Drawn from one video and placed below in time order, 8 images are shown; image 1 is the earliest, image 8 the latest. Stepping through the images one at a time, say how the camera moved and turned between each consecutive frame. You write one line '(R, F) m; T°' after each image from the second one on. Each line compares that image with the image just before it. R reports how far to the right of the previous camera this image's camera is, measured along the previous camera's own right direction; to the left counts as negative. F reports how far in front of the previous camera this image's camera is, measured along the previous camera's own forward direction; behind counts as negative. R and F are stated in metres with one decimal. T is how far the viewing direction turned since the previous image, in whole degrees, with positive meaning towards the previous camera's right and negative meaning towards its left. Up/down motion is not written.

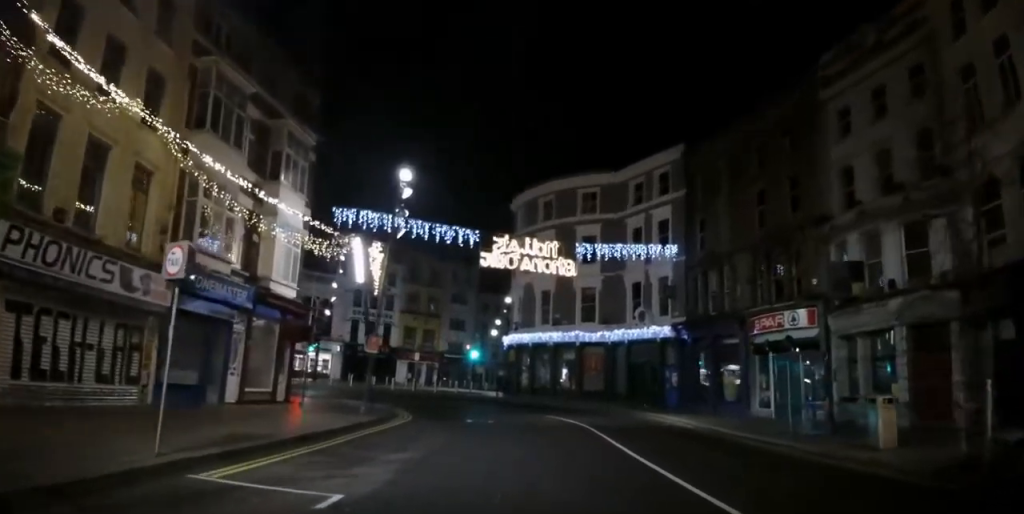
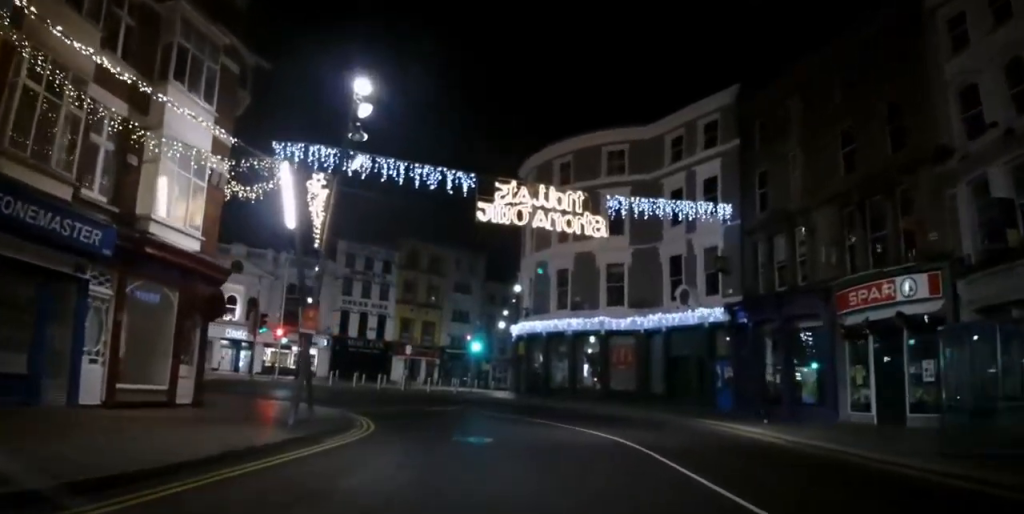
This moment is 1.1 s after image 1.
(-0.2, +7.4) m; -4°
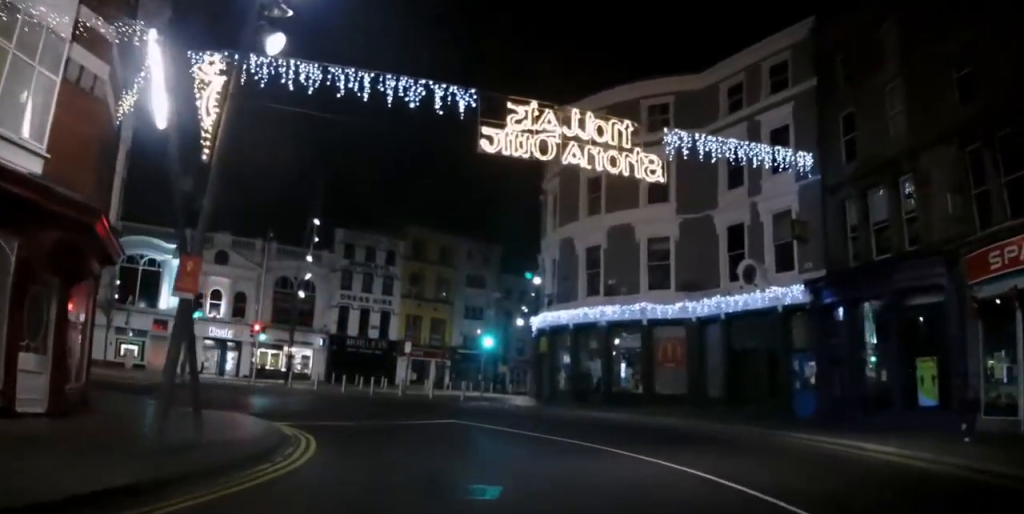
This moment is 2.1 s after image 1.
(-0.2, +6.2) m; -5°
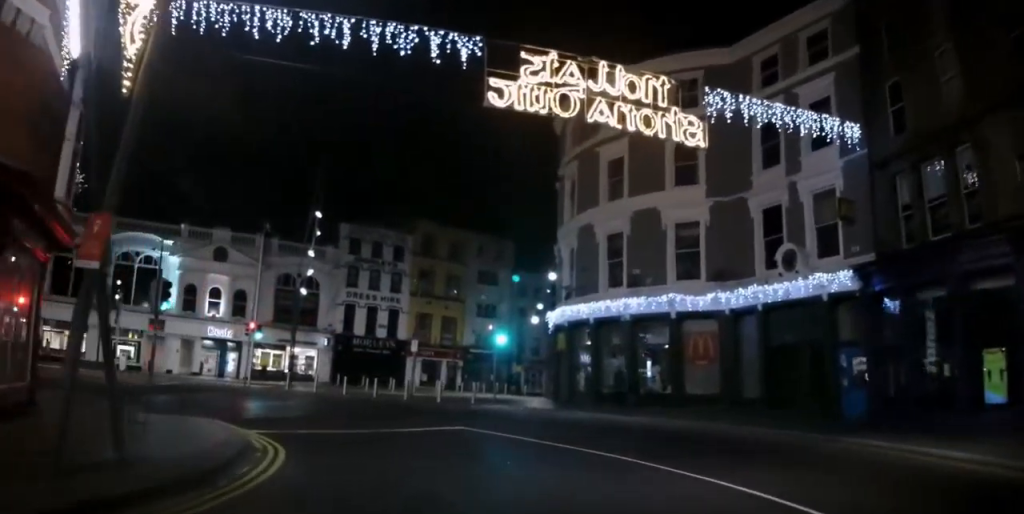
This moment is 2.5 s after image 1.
(-0.2, +2.4) m; -2°
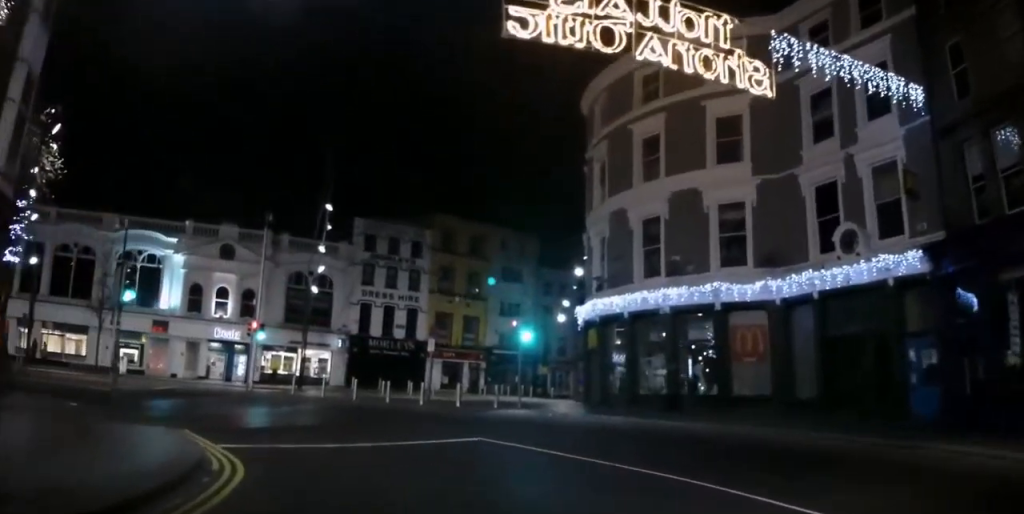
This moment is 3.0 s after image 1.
(0.0, +2.6) m; -2°
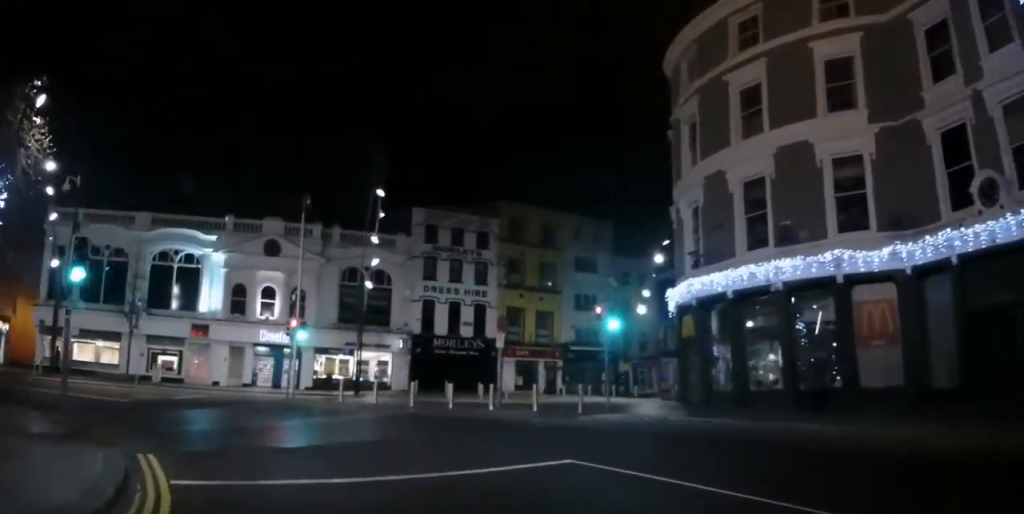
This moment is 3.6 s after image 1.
(+0.1, +3.8) m; -3°
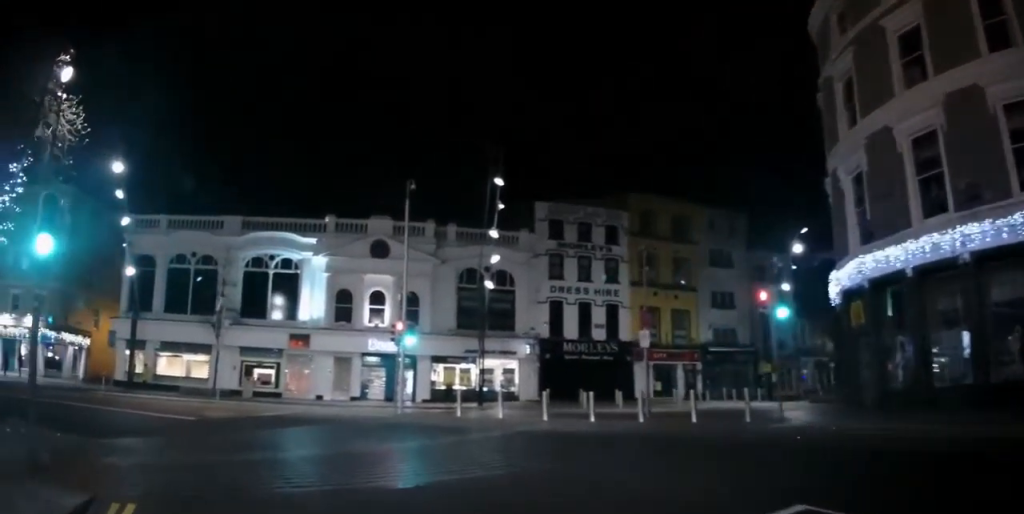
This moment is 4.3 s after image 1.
(-0.3, +3.4) m; -11°
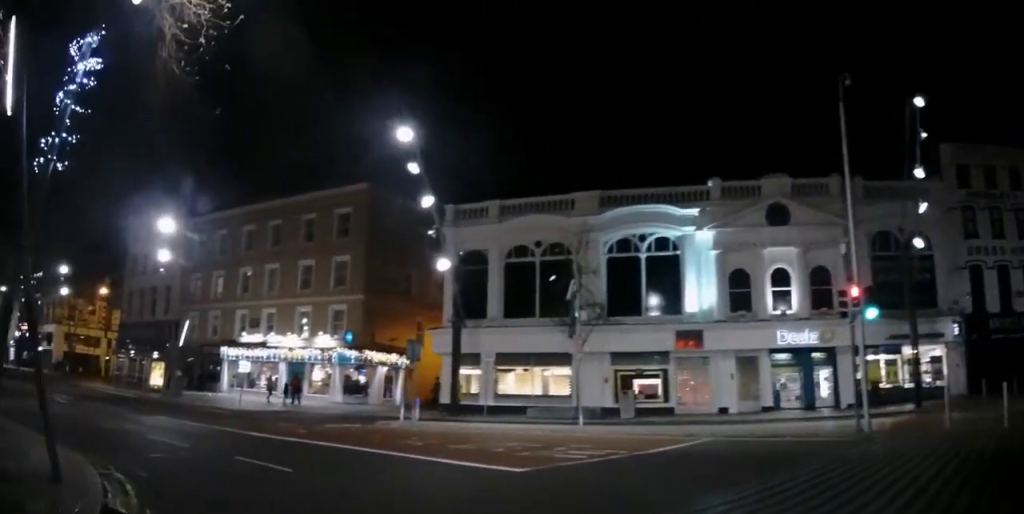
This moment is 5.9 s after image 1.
(-2.4, +7.3) m; -42°
